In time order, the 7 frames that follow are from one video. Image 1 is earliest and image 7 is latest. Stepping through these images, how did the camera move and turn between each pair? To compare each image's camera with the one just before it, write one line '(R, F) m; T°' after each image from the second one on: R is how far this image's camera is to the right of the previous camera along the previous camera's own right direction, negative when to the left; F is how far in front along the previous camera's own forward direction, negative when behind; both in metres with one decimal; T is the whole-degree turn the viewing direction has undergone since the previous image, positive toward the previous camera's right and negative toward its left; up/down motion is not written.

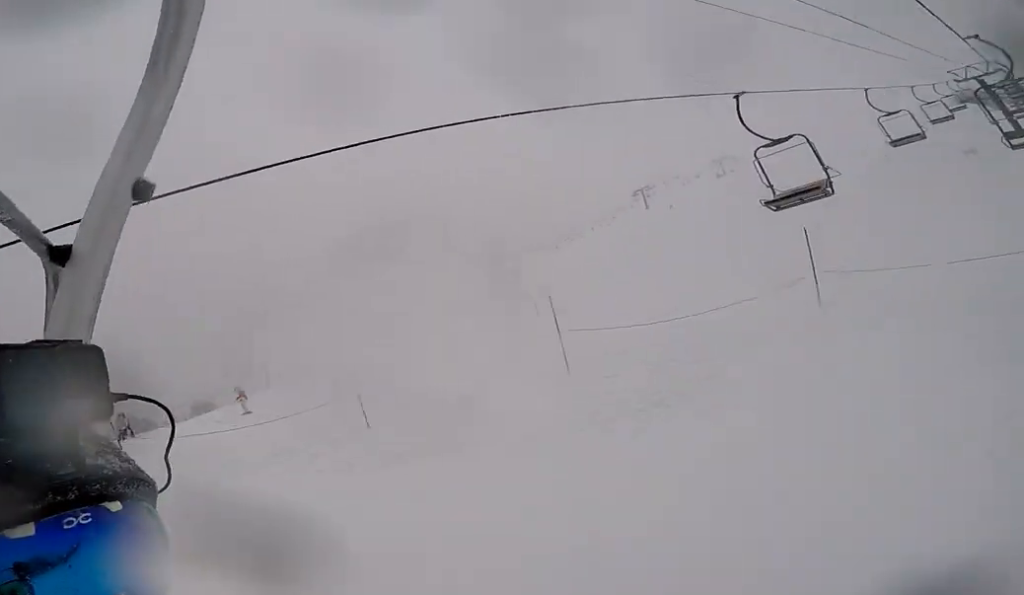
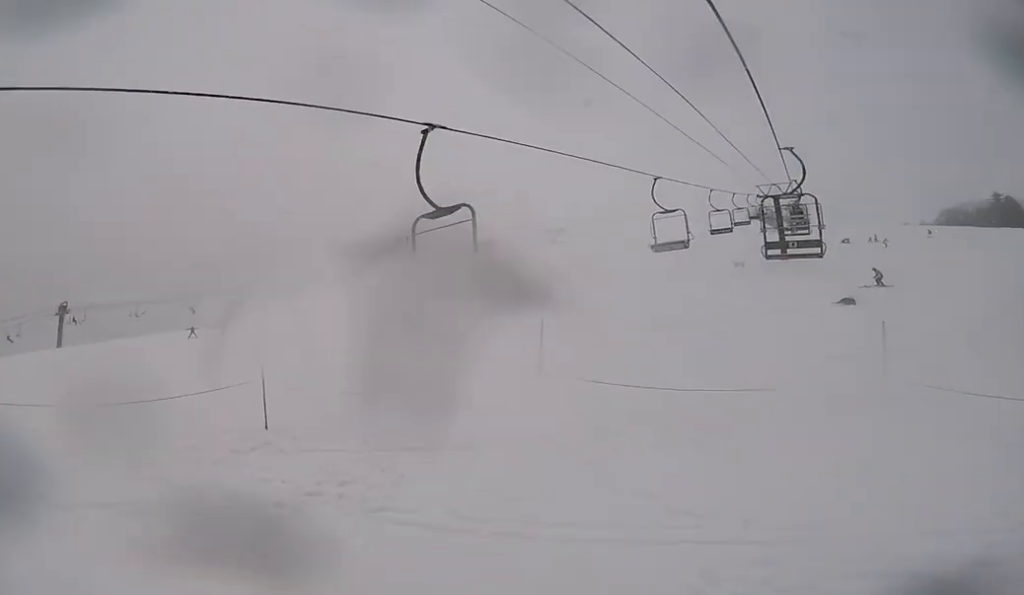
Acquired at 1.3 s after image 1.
(0.0, +2.8) m; 0°
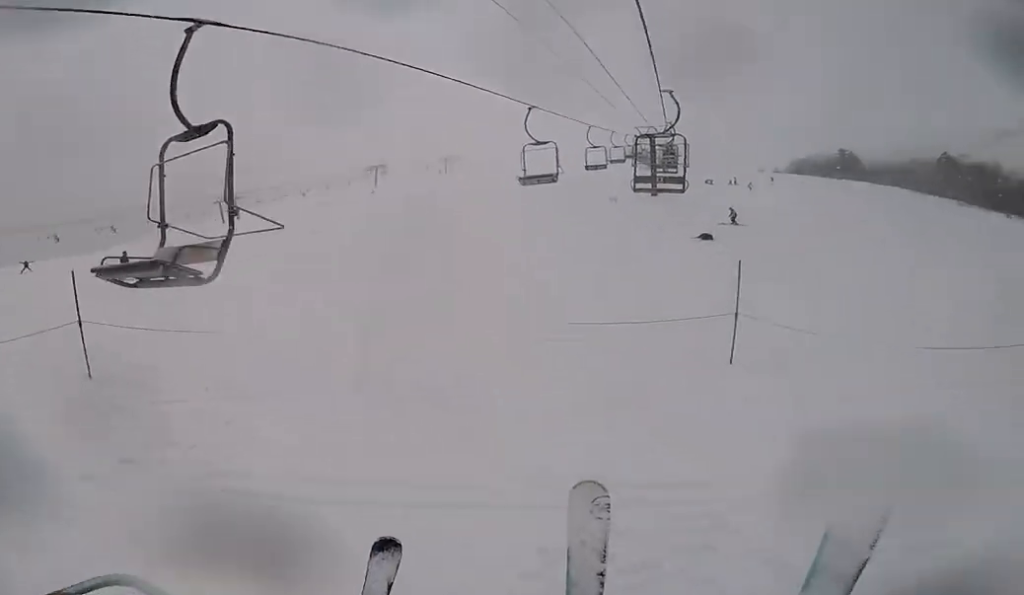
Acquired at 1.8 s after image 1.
(0.0, +0.9) m; 0°
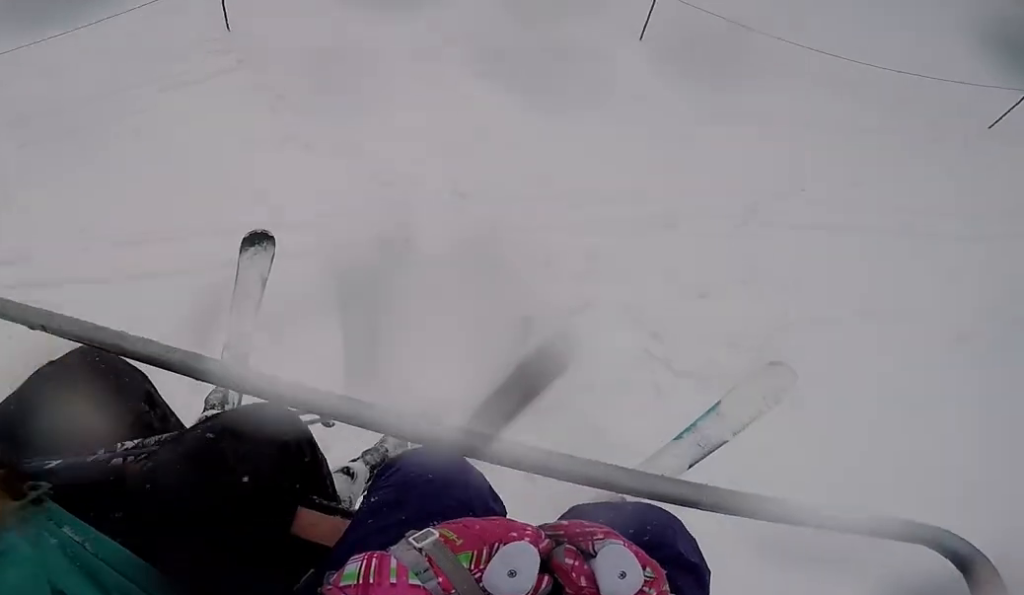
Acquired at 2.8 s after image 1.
(0.0, +1.9) m; -2°
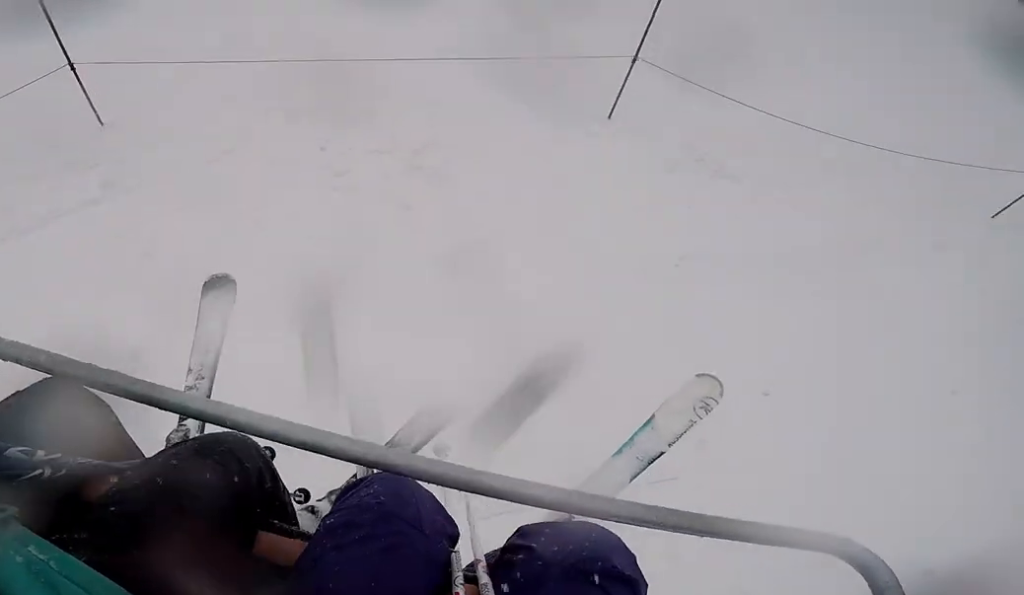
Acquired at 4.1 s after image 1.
(-0.3, +2.5) m; -17°
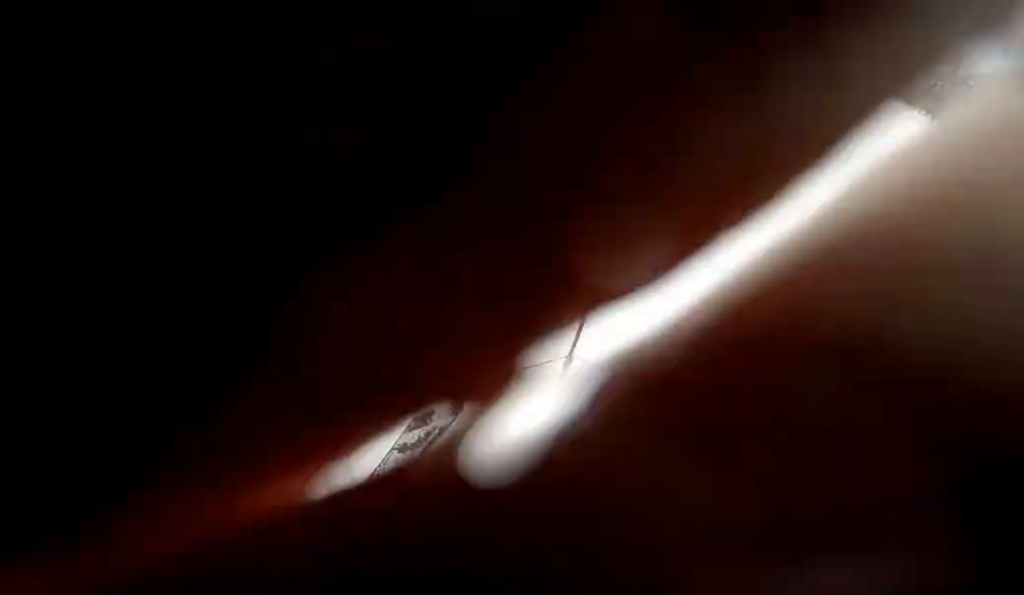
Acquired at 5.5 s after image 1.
(-0.3, +2.6) m; +25°
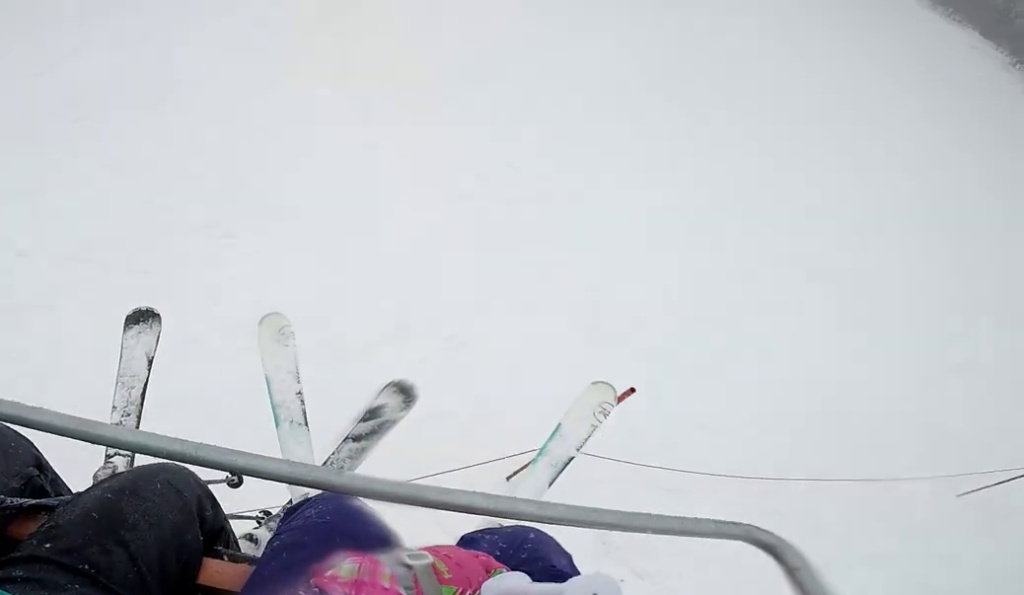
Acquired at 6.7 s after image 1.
(+1.0, +2.1) m; -7°
